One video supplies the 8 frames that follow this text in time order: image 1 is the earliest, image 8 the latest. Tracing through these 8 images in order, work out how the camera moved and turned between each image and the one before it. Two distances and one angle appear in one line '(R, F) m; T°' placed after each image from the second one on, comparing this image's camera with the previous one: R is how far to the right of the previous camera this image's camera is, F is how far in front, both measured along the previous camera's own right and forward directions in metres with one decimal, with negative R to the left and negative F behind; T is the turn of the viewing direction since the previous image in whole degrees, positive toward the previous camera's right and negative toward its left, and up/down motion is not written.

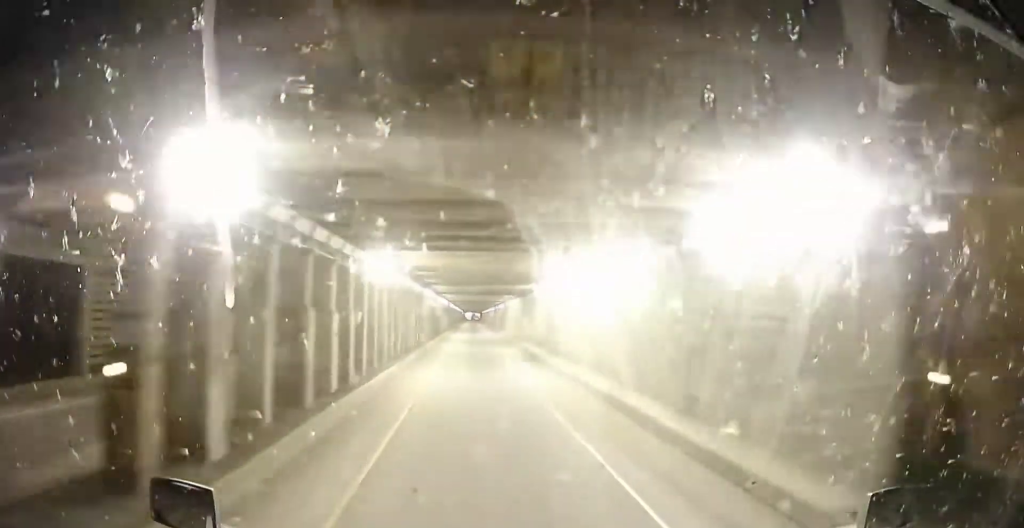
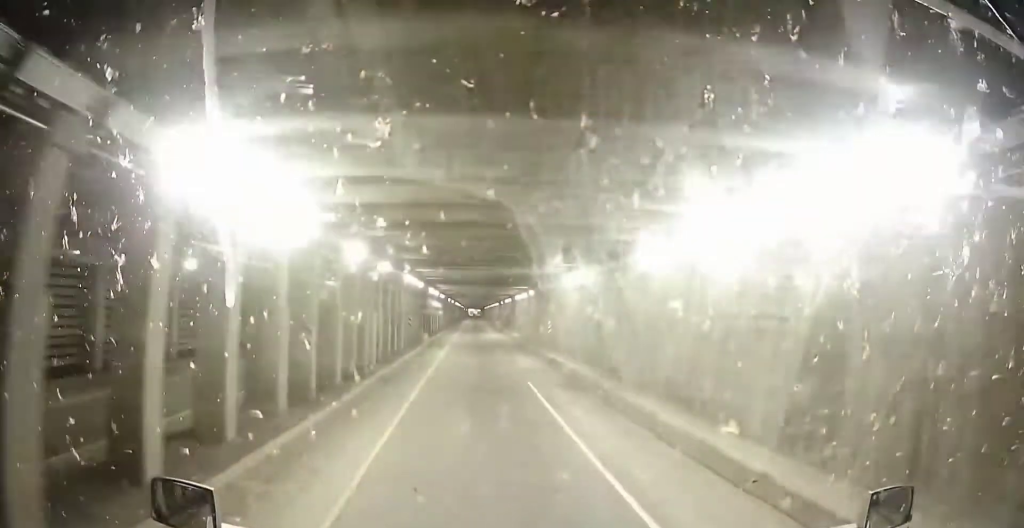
(-0.1, +14.4) m; 0°
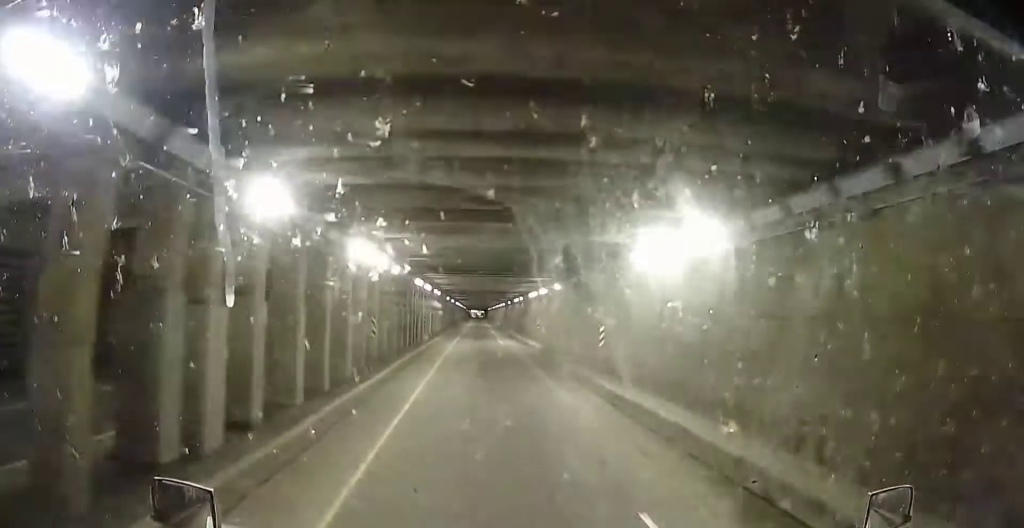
(-0.1, +14.3) m; 0°
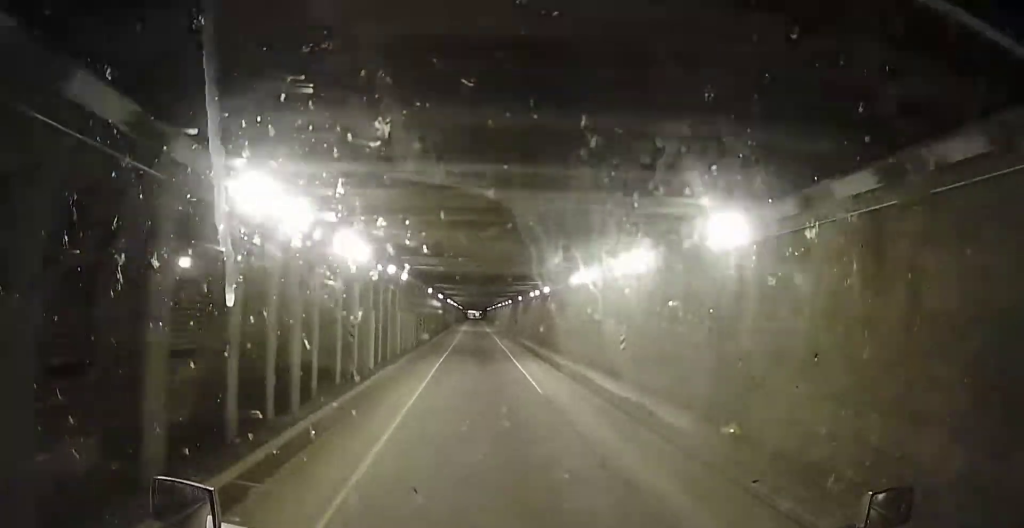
(+0.3, +26.1) m; +1°
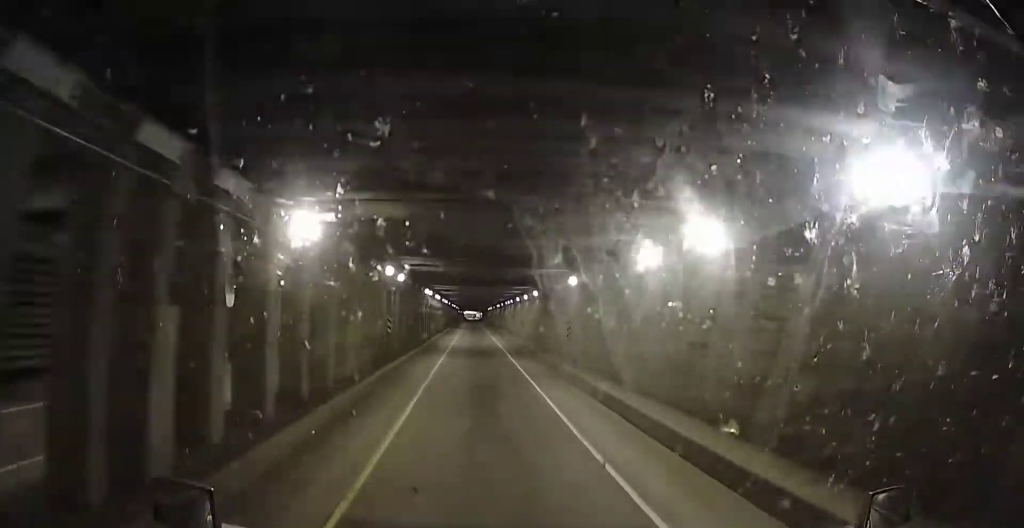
(+0.4, +36.0) m; 0°
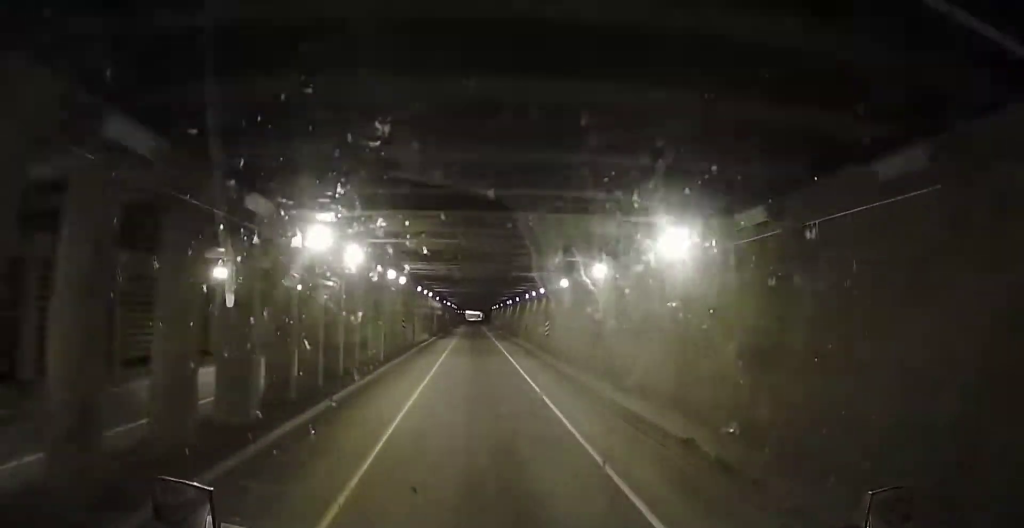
(-0.7, +33.8) m; -1°
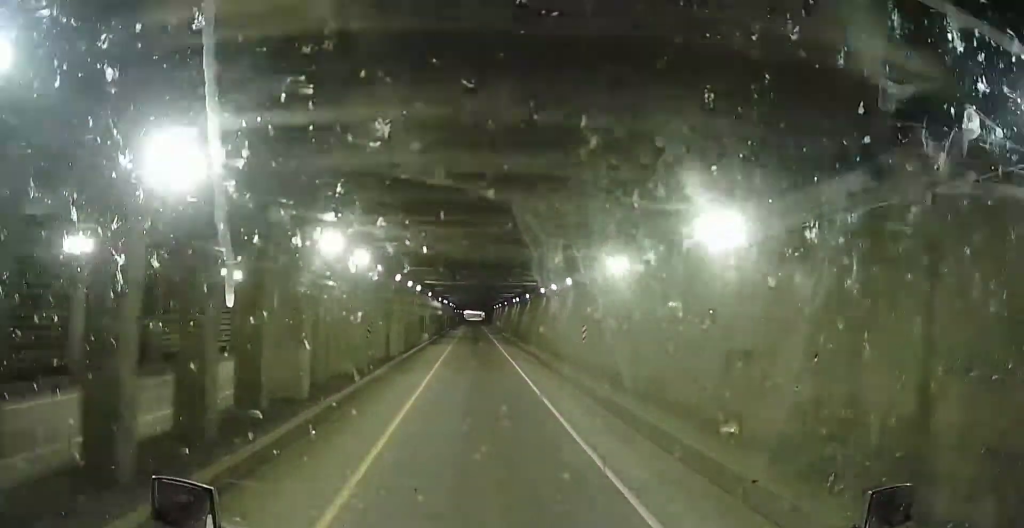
(-0.1, +12.0) m; +1°
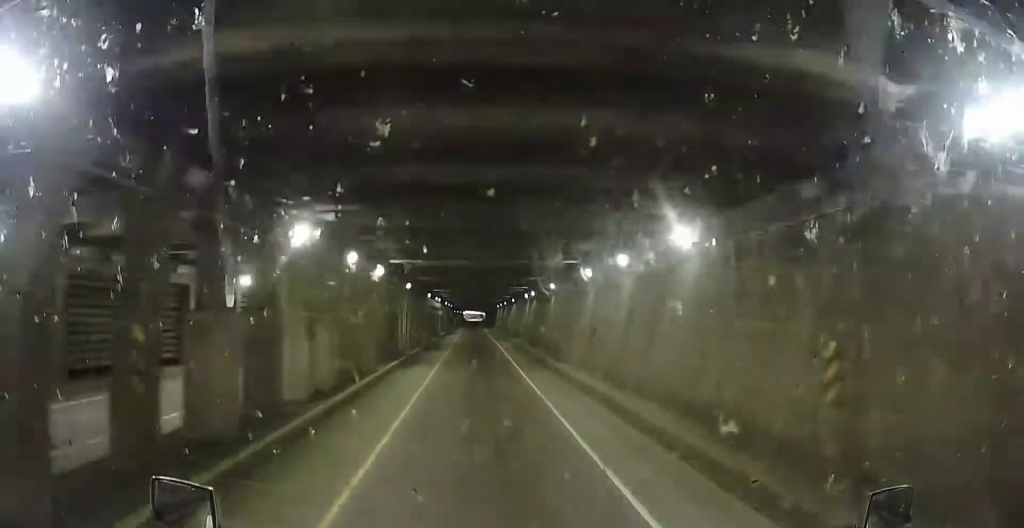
(+0.4, +17.3) m; 0°
